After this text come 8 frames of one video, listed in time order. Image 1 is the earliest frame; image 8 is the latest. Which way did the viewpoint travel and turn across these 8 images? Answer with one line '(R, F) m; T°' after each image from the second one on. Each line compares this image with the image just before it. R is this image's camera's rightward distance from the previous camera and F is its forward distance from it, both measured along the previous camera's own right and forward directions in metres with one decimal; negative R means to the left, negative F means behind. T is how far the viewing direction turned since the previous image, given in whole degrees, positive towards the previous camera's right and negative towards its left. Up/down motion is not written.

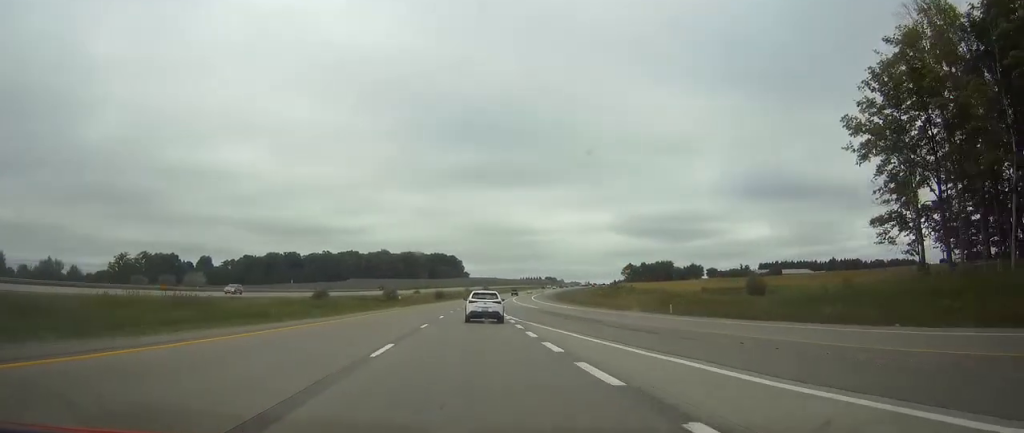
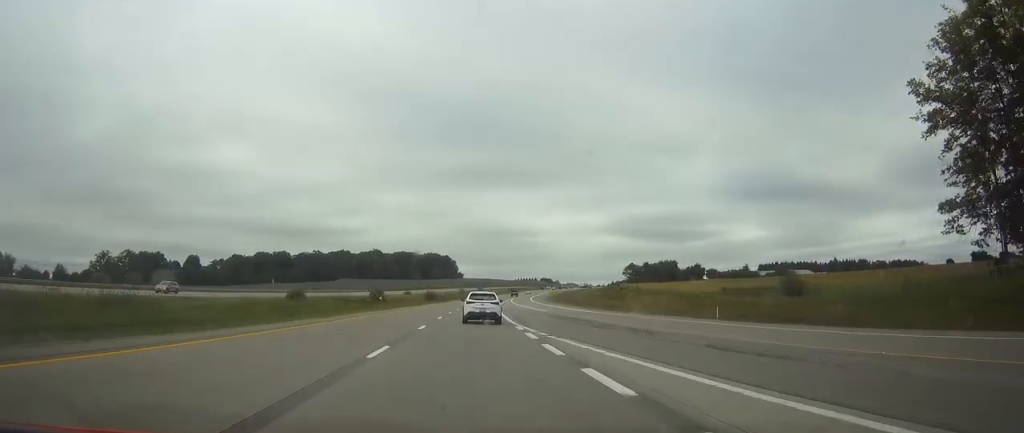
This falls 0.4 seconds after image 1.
(0.0, +12.8) m; +1°
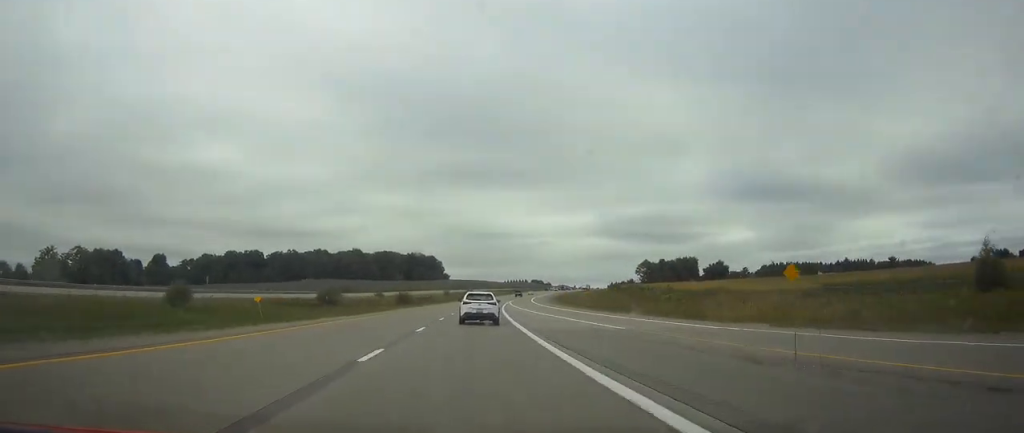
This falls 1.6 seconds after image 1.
(+0.5, +37.0) m; +1°
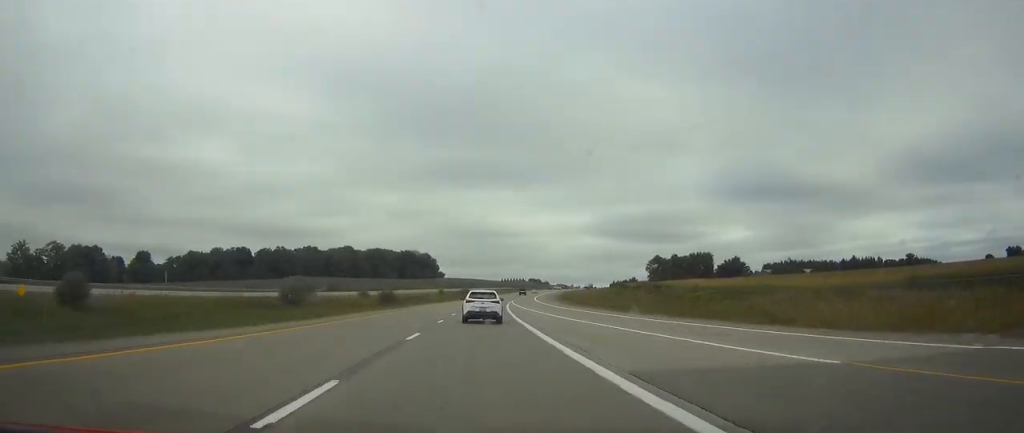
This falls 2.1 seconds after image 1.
(0.0, +17.9) m; 0°
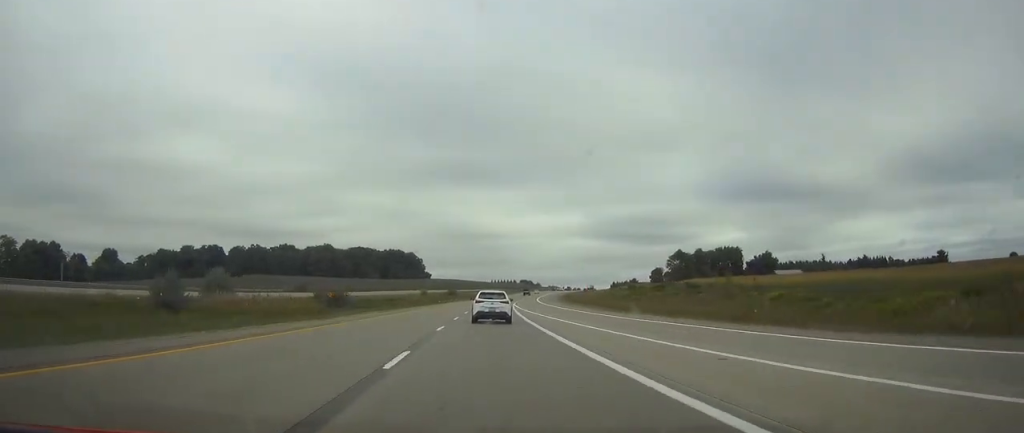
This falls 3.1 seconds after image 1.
(+0.2, +31.4) m; +1°
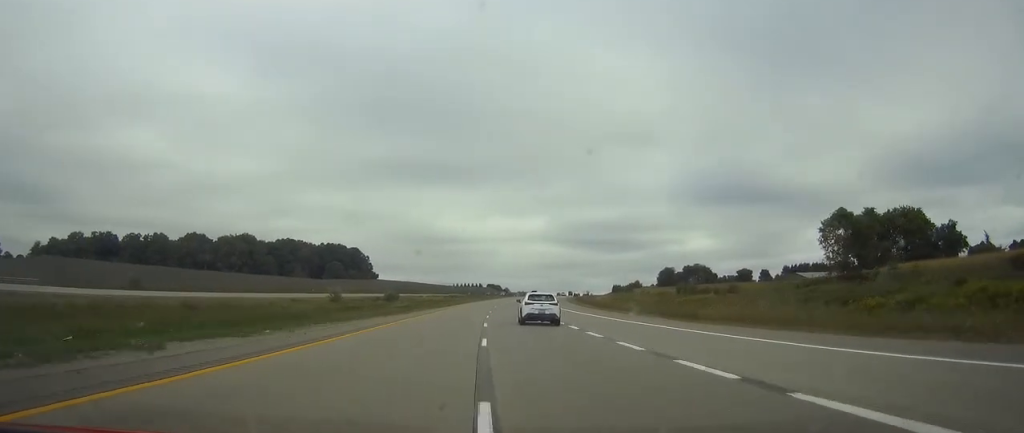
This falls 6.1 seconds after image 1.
(+2.4, +92.0) m; +3°
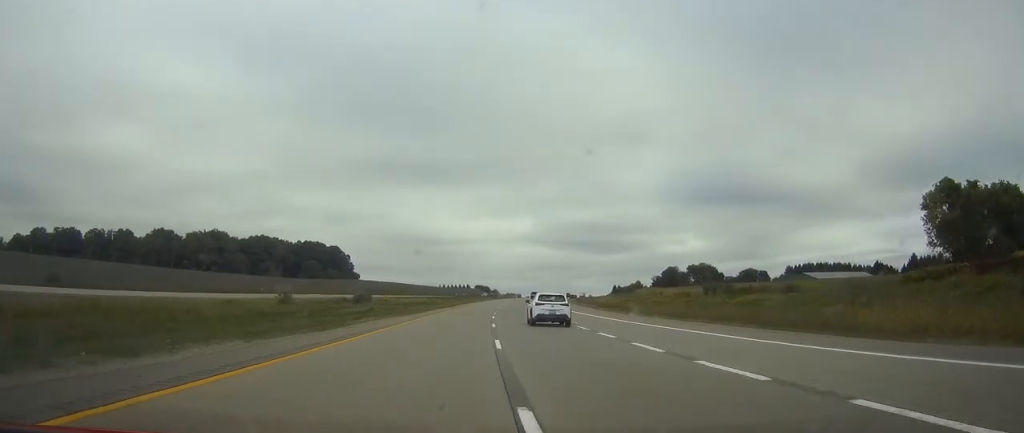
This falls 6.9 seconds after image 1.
(+0.2, +24.6) m; +1°
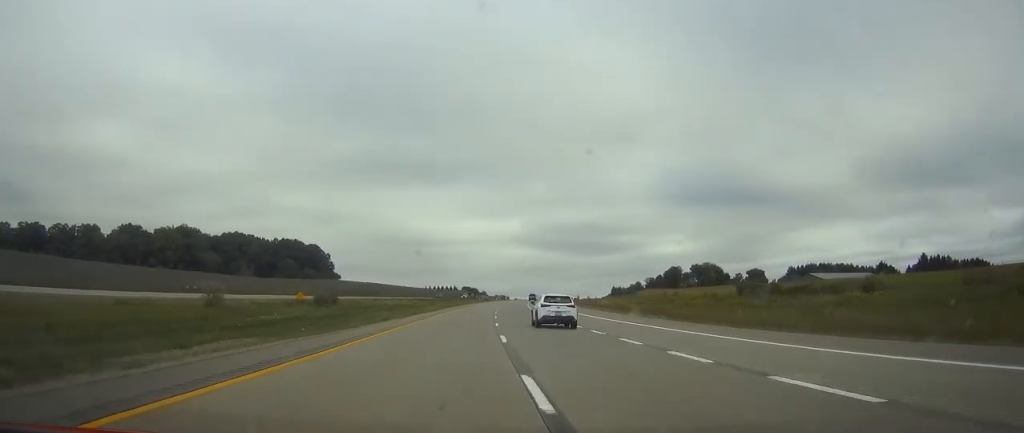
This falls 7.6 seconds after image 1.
(+0.2, +21.5) m; +1°
